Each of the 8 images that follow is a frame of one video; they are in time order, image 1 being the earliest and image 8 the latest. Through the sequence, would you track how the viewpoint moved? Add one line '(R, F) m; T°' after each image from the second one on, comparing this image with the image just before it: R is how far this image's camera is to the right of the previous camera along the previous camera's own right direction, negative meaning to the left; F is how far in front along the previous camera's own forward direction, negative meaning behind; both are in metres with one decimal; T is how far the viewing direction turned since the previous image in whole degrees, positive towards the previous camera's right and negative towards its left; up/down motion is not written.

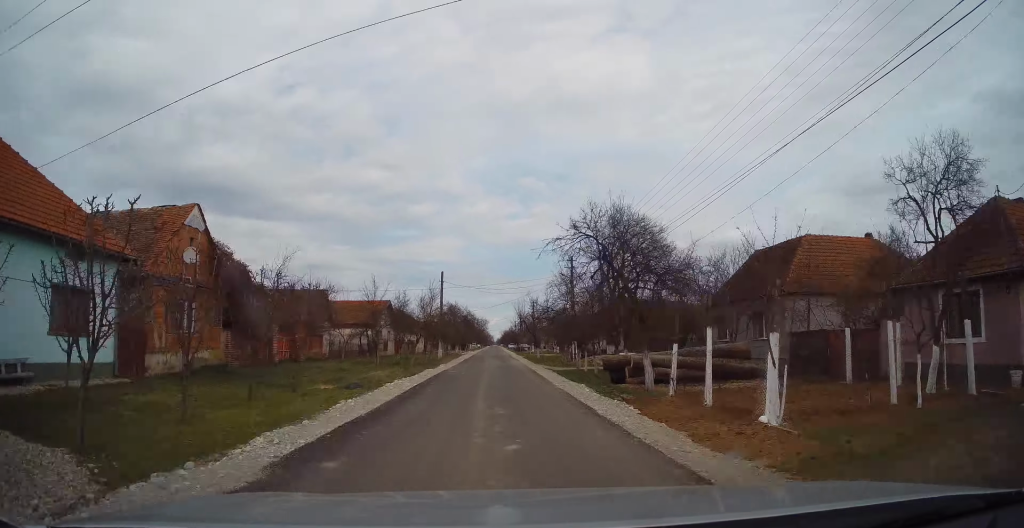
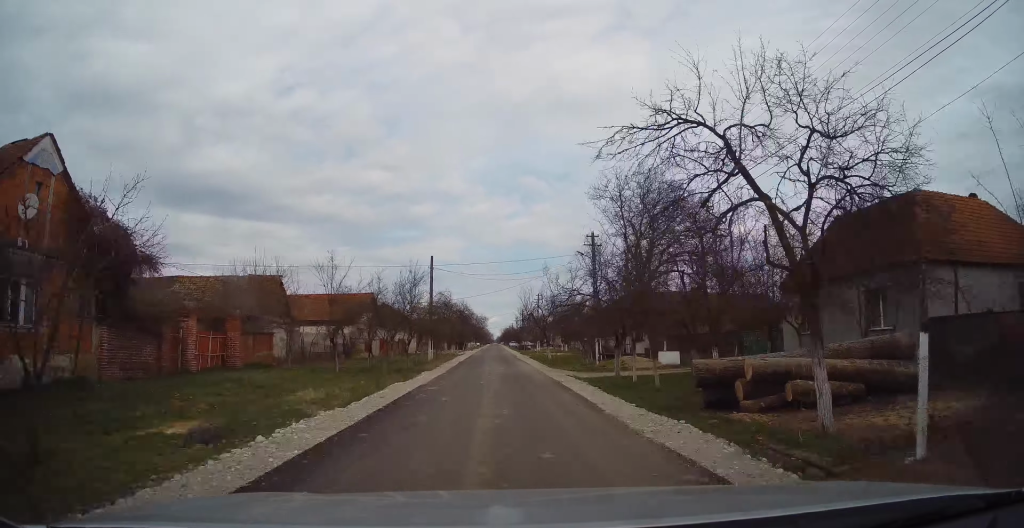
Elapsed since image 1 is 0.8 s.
(0.0, +8.3) m; +1°
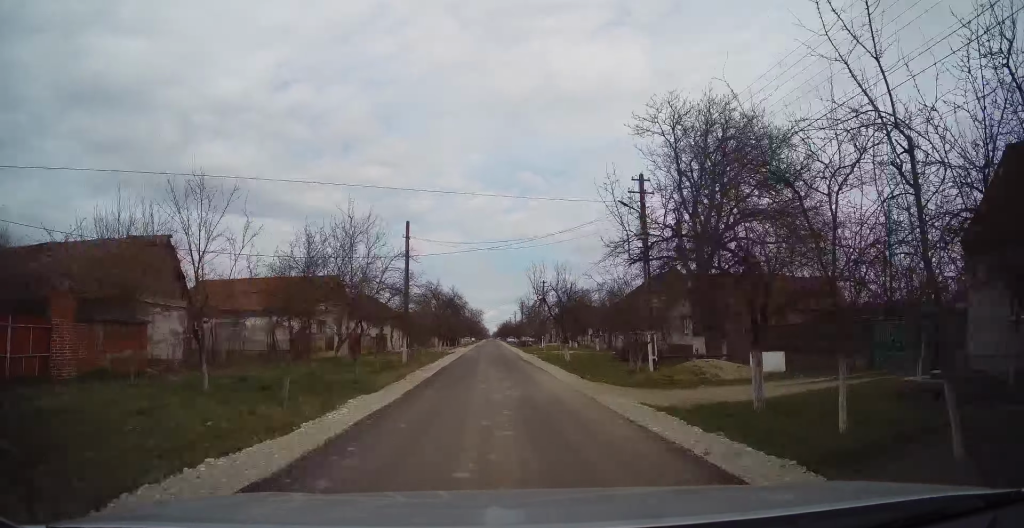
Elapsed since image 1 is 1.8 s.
(+0.2, +10.8) m; 0°
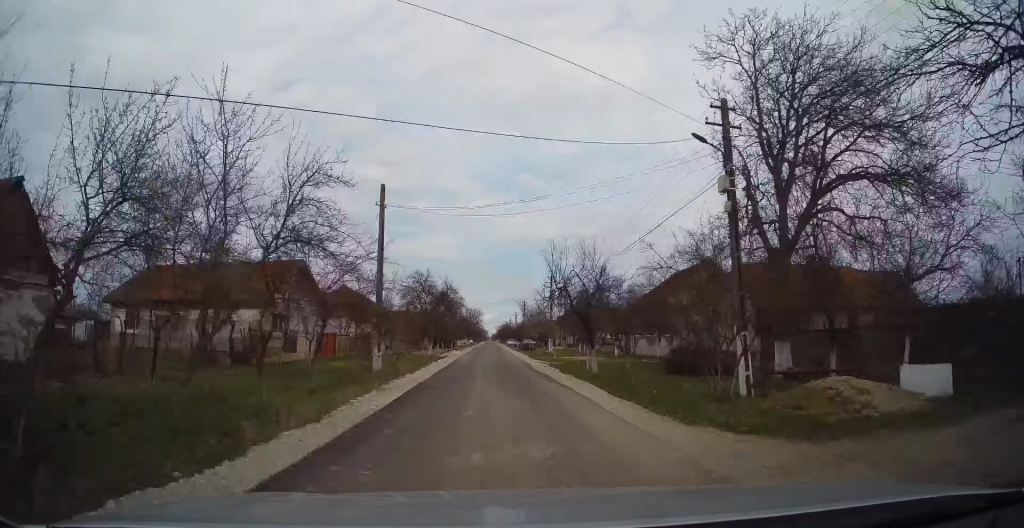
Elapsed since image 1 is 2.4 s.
(-0.1, +7.9) m; -1°
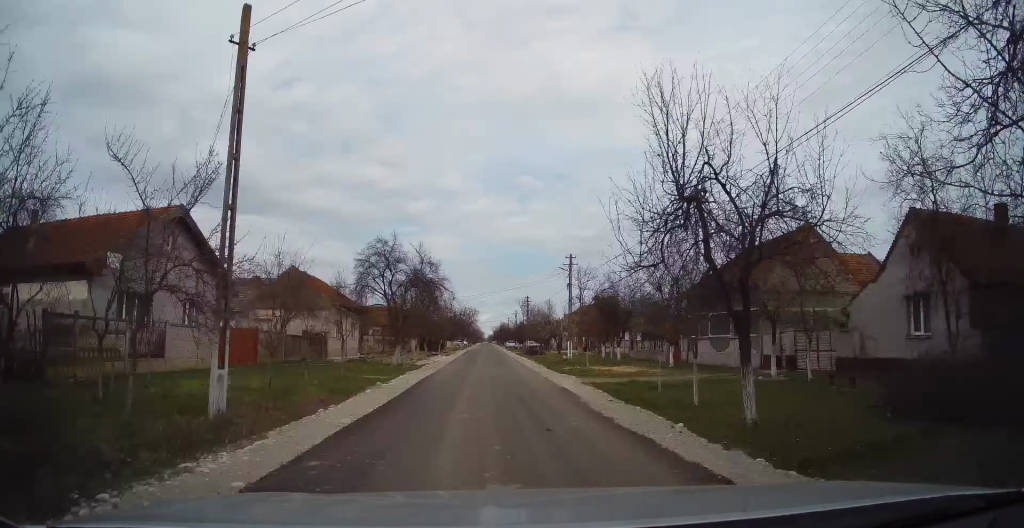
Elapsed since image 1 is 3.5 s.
(0.0, +13.8) m; +2°
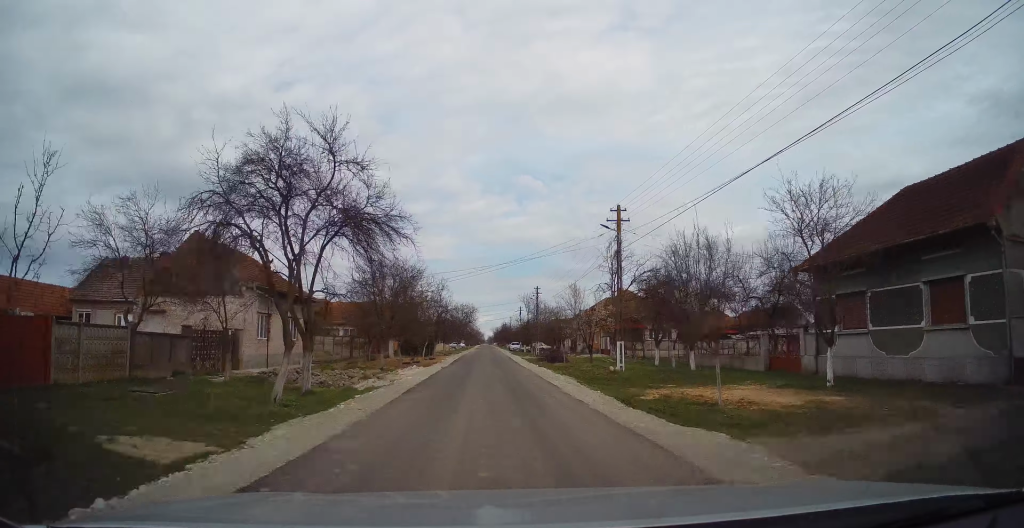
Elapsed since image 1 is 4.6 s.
(+0.3, +14.6) m; -1°
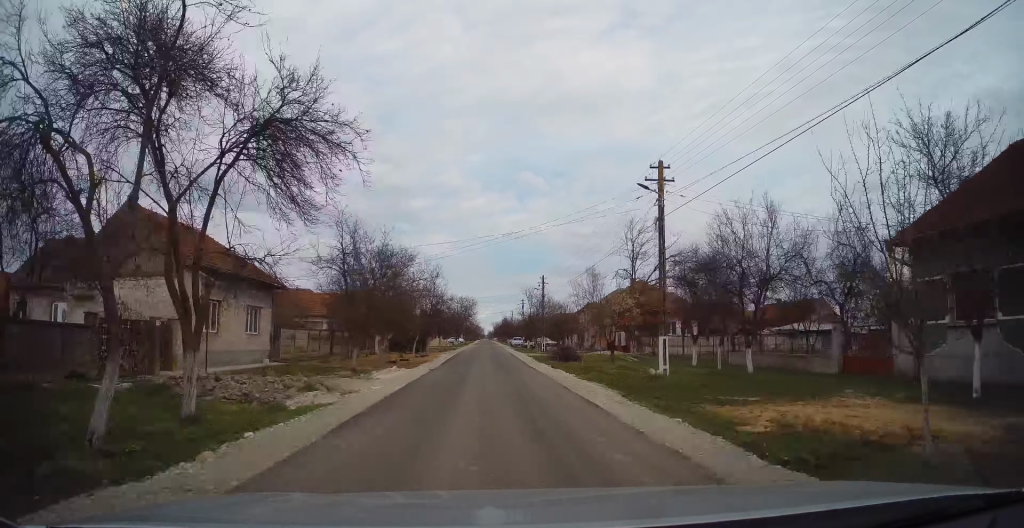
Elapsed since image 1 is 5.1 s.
(-0.2, +5.9) m; -1°
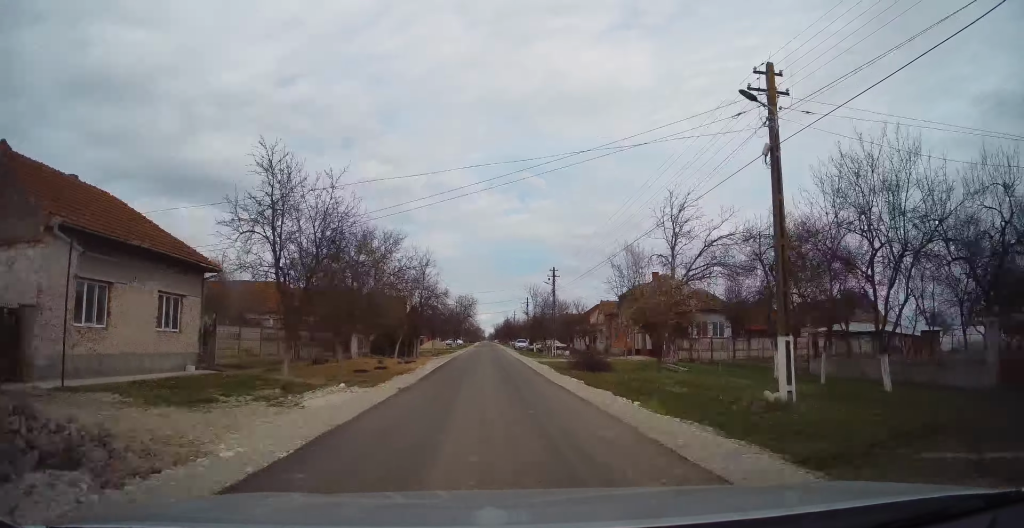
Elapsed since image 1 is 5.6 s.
(-0.1, +7.8) m; 0°
